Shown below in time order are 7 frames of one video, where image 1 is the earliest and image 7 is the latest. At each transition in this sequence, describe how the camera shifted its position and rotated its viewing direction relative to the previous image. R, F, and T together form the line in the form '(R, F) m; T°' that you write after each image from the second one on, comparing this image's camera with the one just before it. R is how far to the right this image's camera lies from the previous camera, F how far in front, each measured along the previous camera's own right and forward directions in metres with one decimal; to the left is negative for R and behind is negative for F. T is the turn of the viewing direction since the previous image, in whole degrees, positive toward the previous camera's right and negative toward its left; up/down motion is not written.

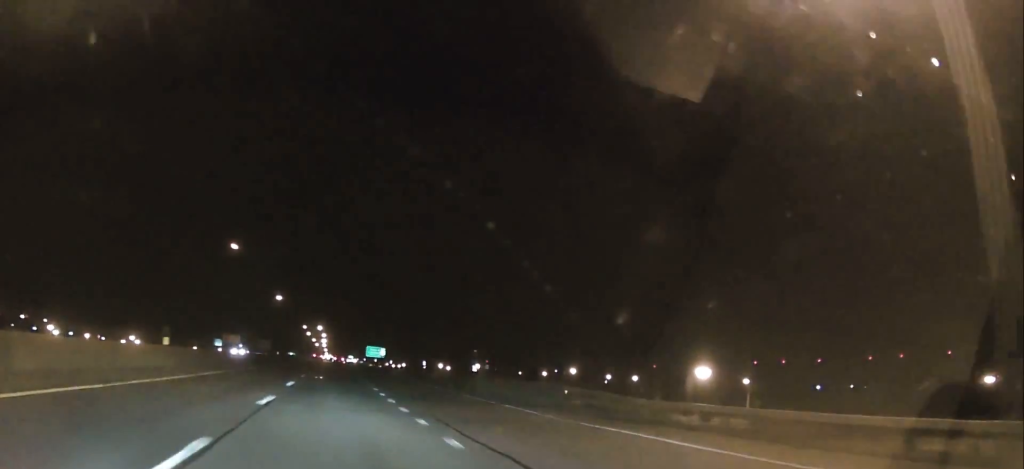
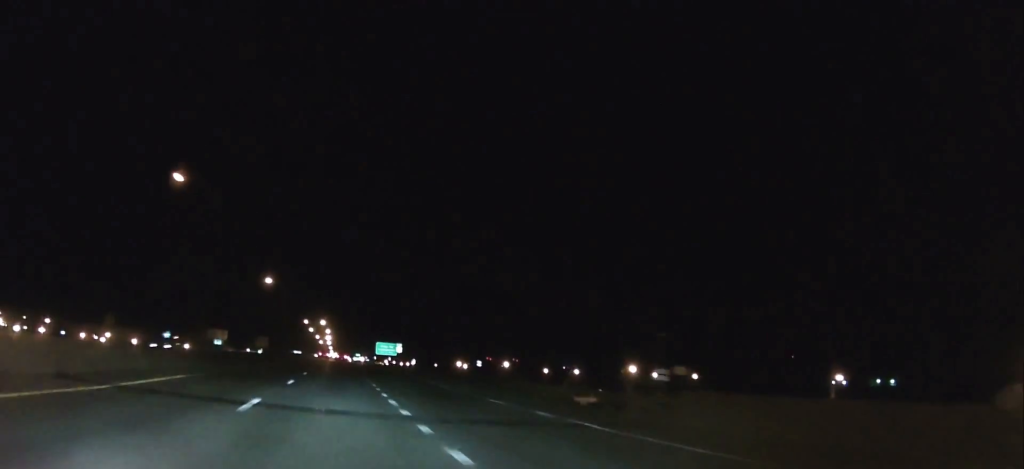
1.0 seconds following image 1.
(-0.1, +23.6) m; +1°
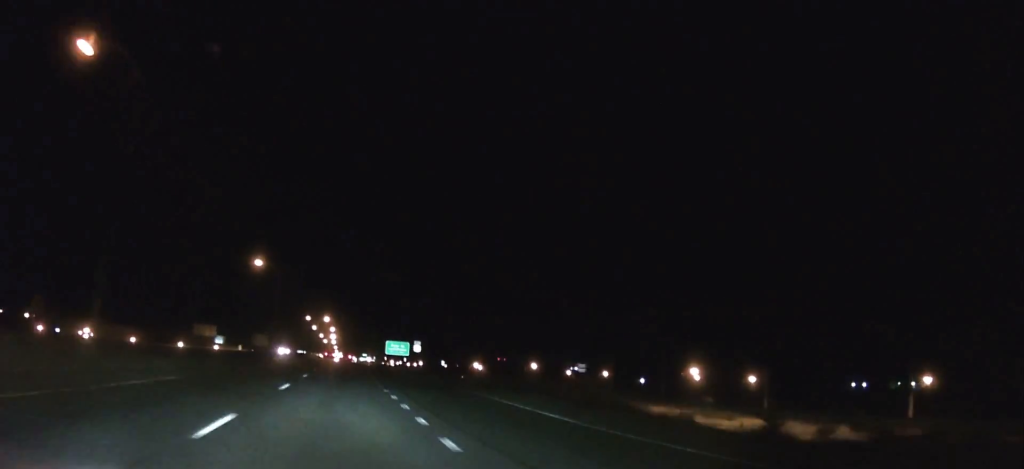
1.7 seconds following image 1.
(+0.2, +17.0) m; 0°
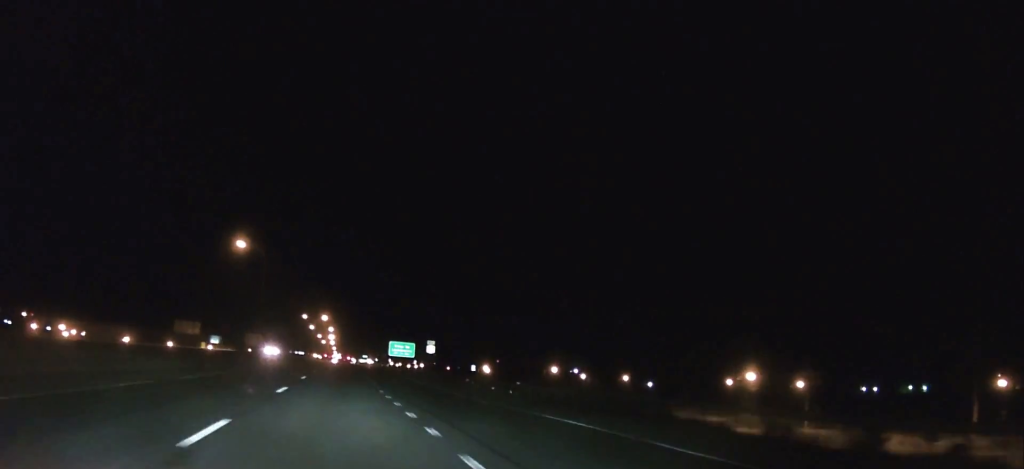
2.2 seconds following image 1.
(+0.3, +12.9) m; 0°
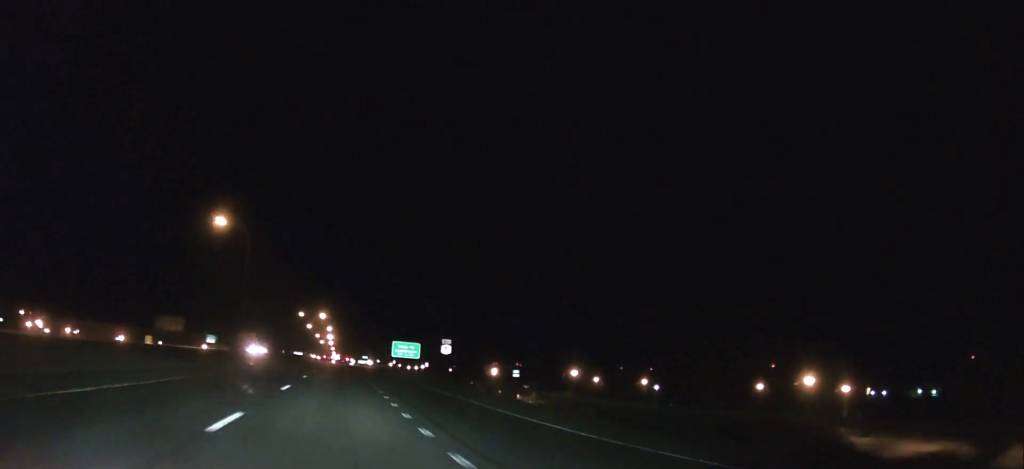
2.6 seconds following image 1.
(-0.2, +10.5) m; -1°
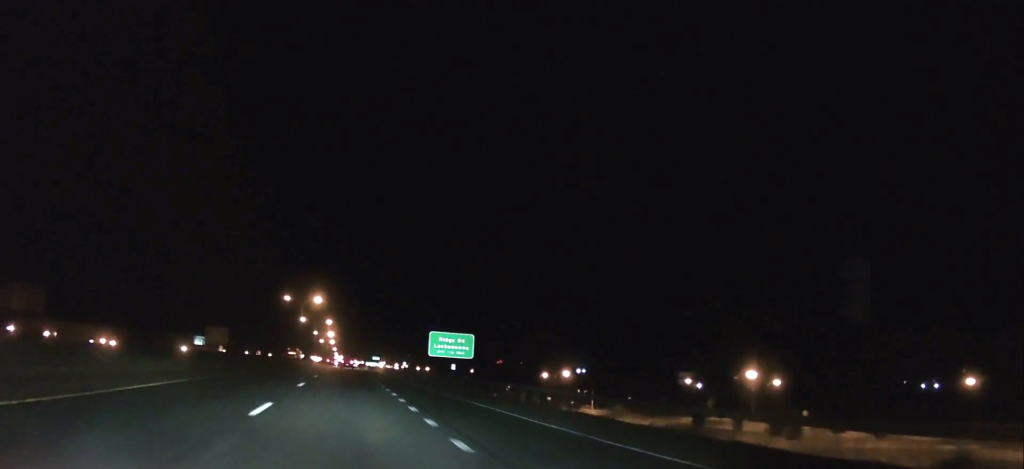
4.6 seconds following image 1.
(-0.4, +46.6) m; 0°
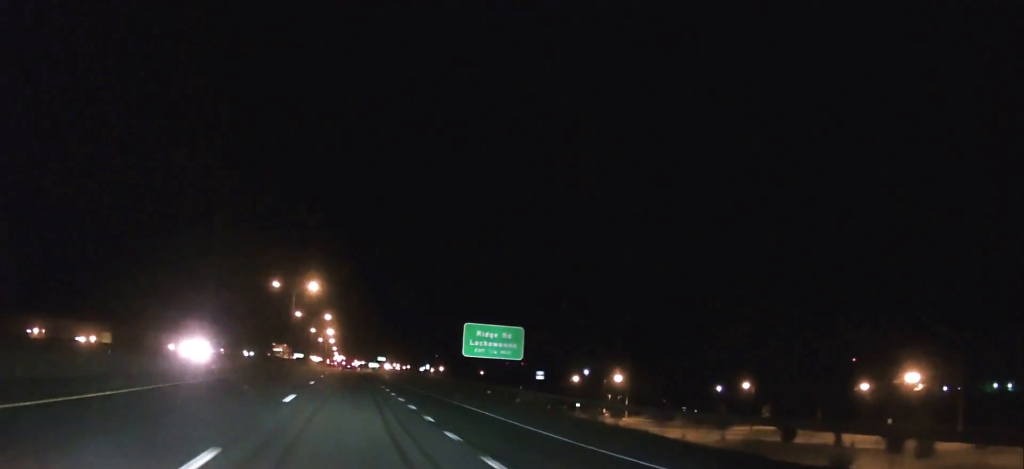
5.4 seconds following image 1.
(+0.2, +19.9) m; 0°
